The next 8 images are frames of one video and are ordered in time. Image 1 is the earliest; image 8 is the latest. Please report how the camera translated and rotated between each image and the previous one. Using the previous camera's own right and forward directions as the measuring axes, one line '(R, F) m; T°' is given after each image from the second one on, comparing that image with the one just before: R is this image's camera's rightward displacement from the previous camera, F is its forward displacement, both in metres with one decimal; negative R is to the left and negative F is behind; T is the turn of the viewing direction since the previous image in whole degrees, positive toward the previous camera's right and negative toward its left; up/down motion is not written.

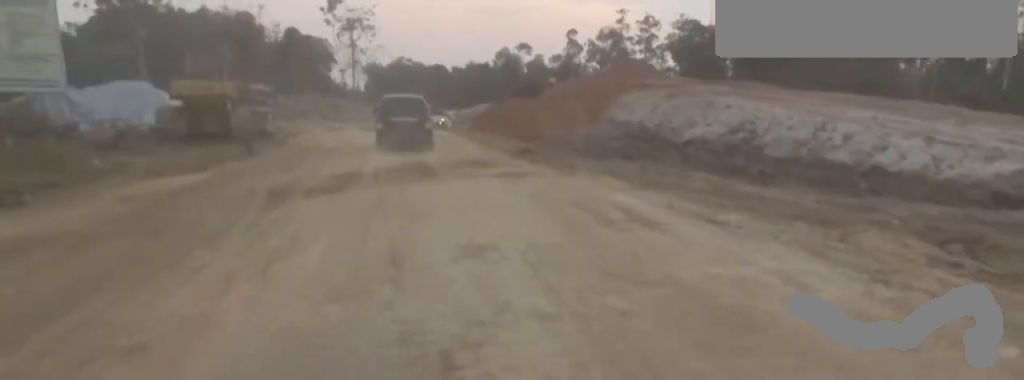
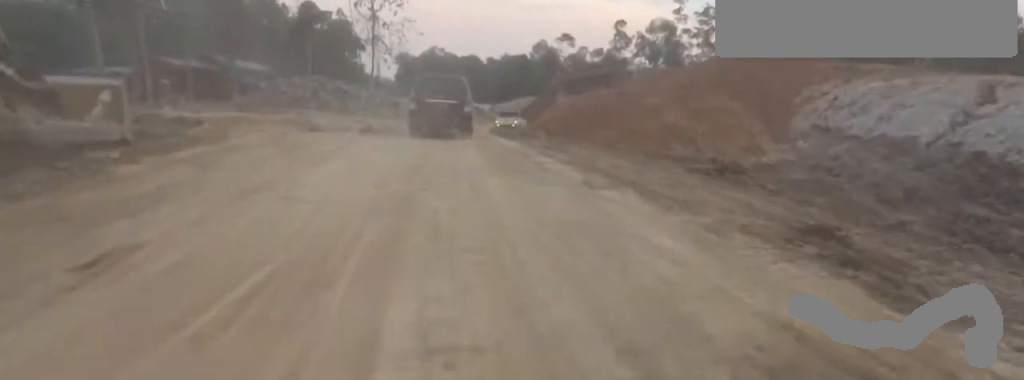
(+0.1, +14.2) m; +2°
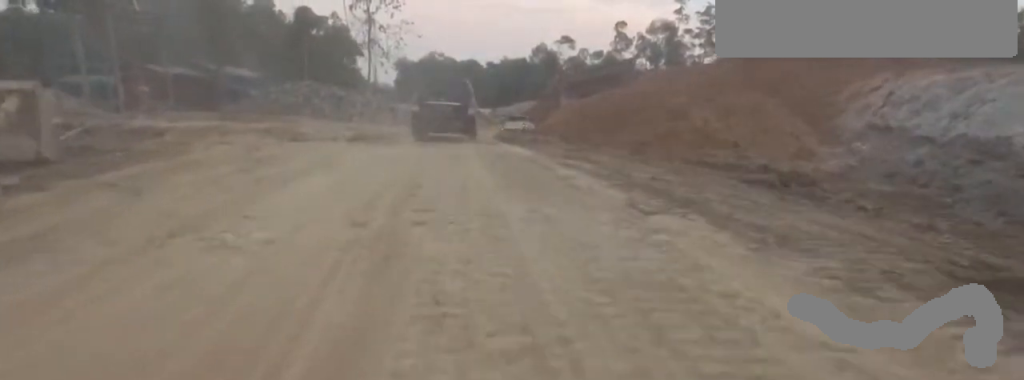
(-0.3, +2.1) m; -4°
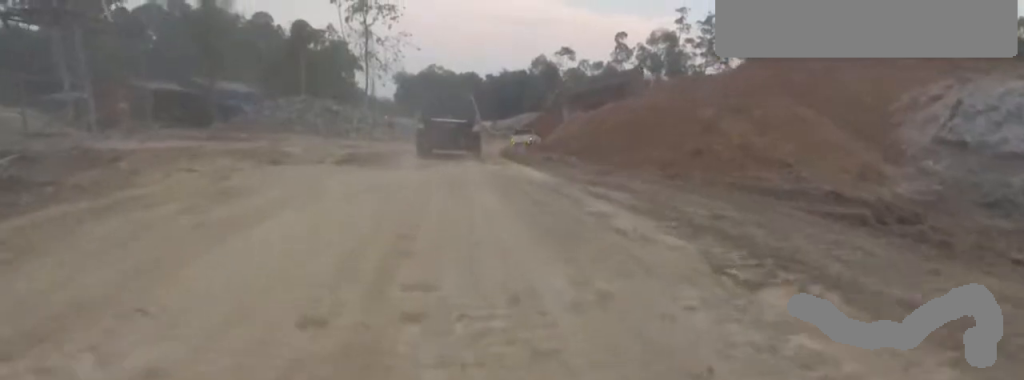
(-0.1, +2.1) m; -4°
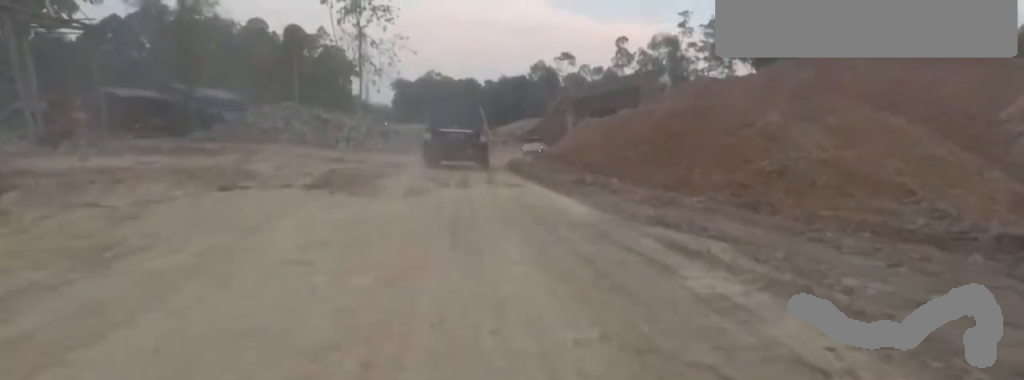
(-0.1, +3.1) m; -2°
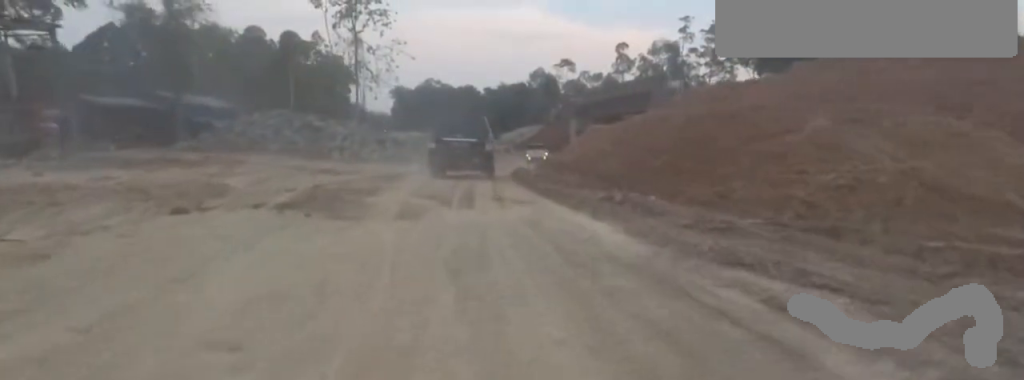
(0.0, +1.8) m; 0°
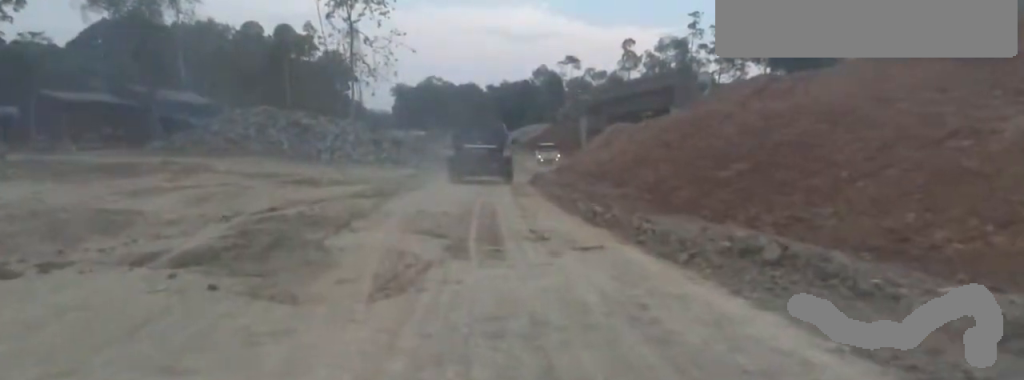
(0.0, +3.8) m; 0°
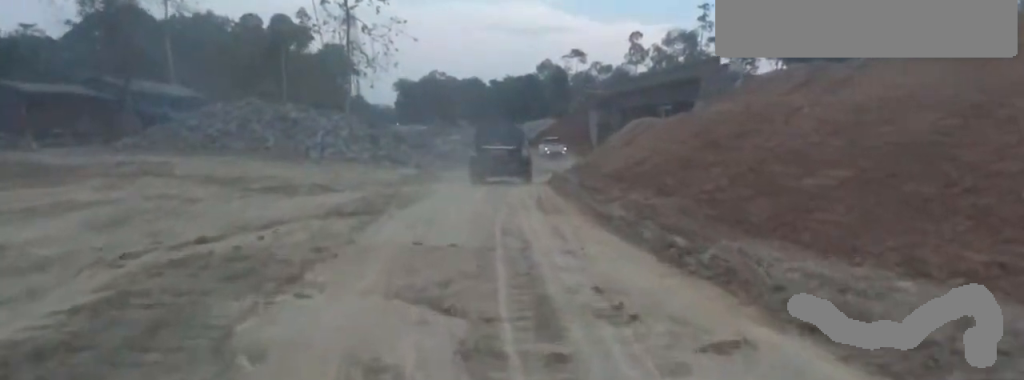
(0.0, +2.9) m; +4°
